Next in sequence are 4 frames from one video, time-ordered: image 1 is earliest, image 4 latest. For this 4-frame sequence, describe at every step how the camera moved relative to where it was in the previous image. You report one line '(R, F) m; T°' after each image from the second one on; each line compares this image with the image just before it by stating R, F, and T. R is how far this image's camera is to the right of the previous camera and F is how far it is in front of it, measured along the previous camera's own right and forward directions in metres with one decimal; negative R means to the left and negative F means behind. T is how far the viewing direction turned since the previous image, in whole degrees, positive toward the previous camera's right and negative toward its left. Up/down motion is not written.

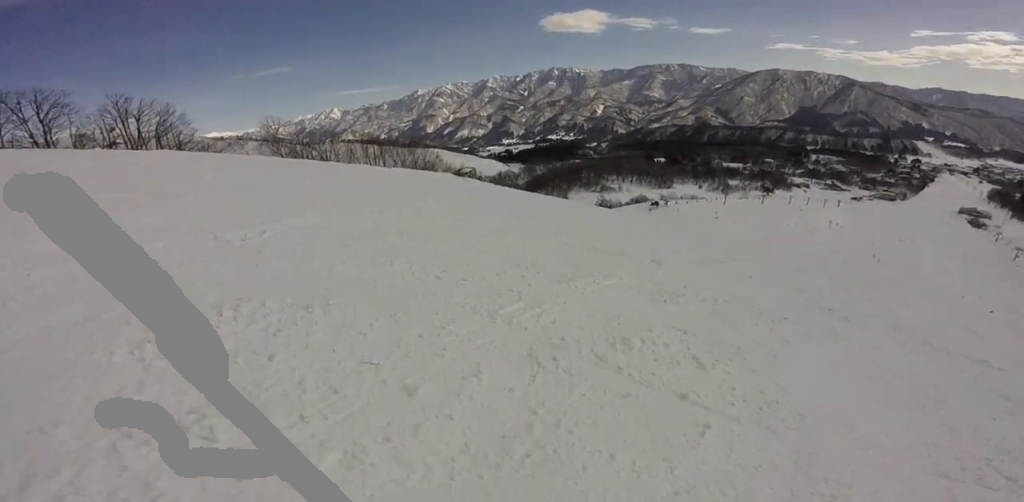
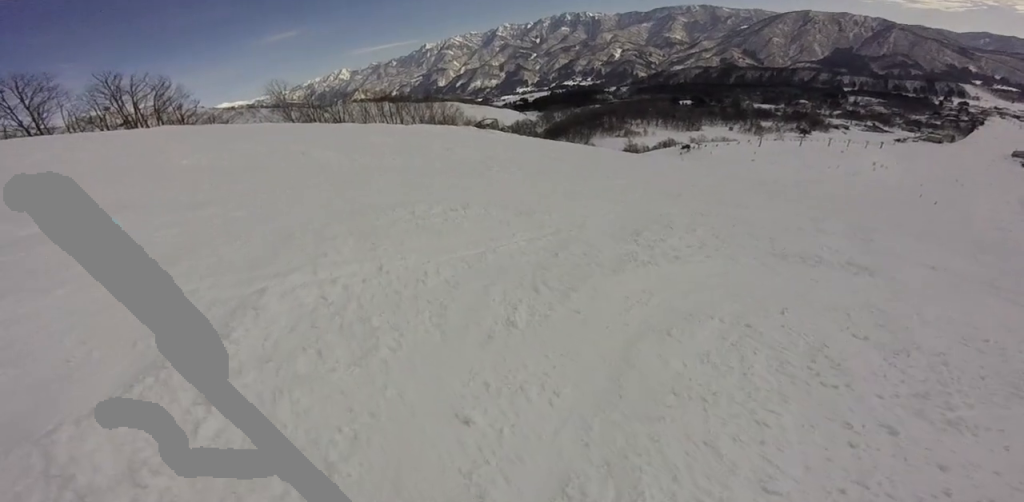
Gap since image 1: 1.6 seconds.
(+0.5, +5.8) m; +18°
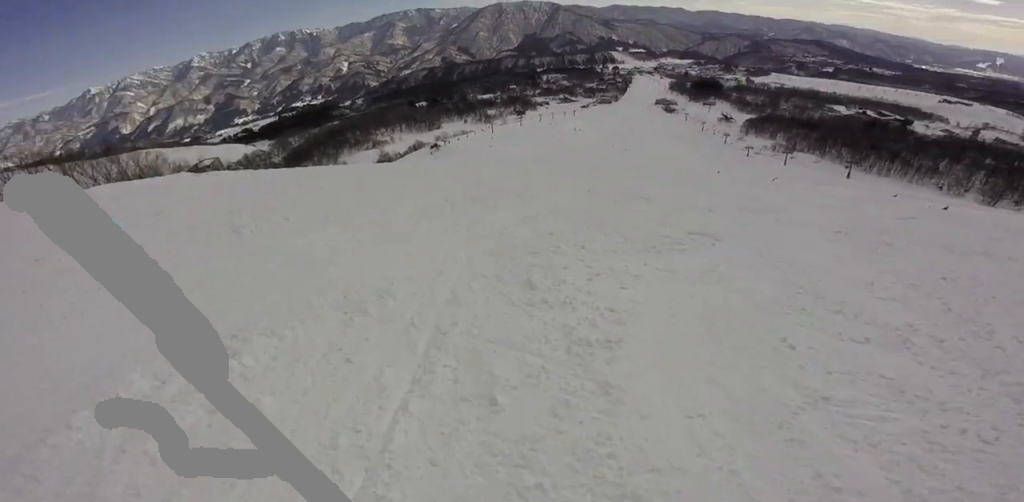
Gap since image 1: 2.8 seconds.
(+0.8, +4.8) m; +24°
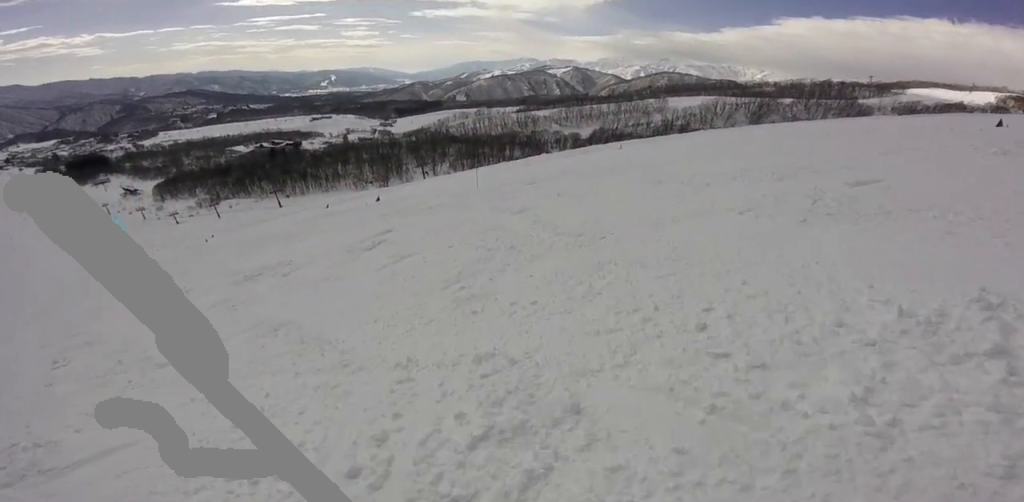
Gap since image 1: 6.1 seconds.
(+9.5, +8.7) m; +80°
